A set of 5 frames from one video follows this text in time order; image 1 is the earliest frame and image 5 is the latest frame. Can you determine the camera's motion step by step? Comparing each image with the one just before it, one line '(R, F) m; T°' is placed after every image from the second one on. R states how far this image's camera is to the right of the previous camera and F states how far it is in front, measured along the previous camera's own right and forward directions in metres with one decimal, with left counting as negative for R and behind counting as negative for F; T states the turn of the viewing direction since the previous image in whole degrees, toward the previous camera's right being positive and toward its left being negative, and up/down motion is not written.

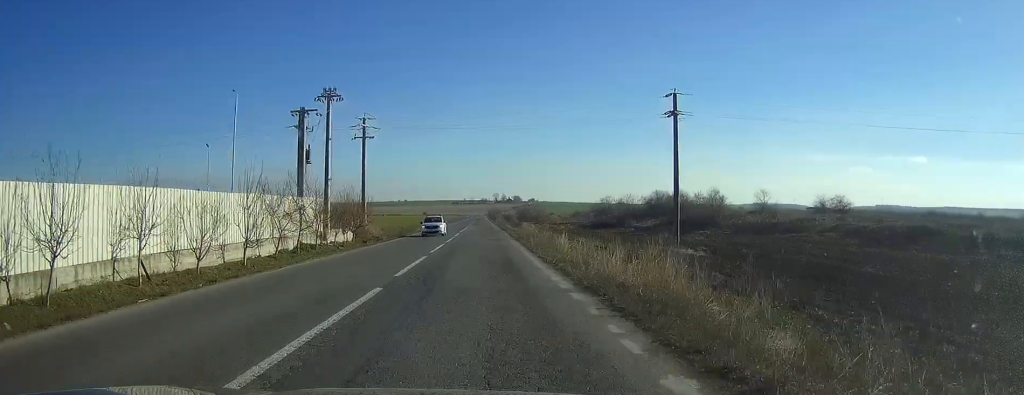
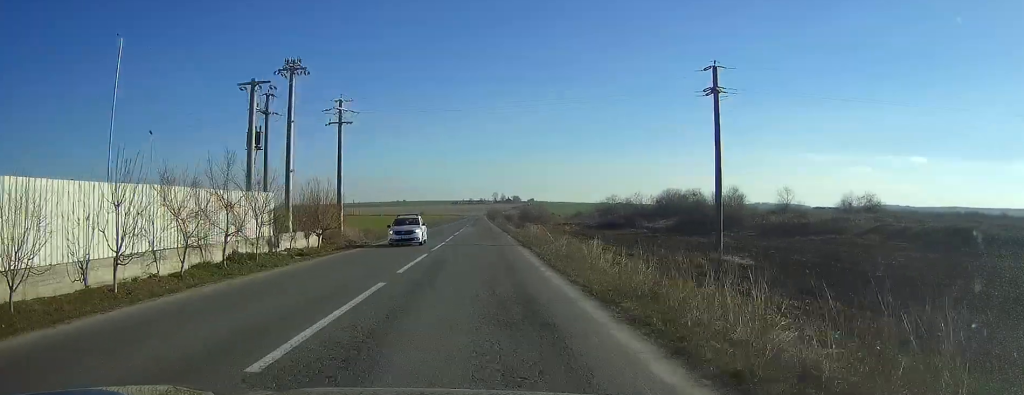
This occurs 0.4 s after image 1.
(0.0, +10.8) m; 0°
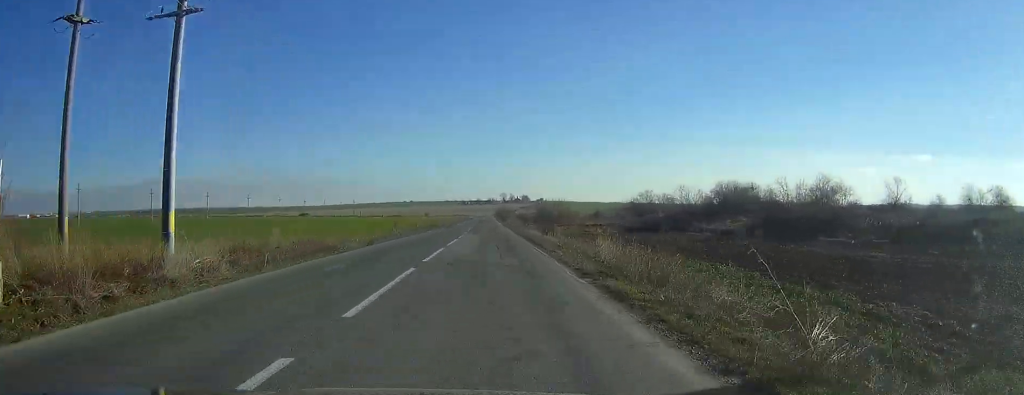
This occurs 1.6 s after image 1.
(0.0, +32.3) m; -1°
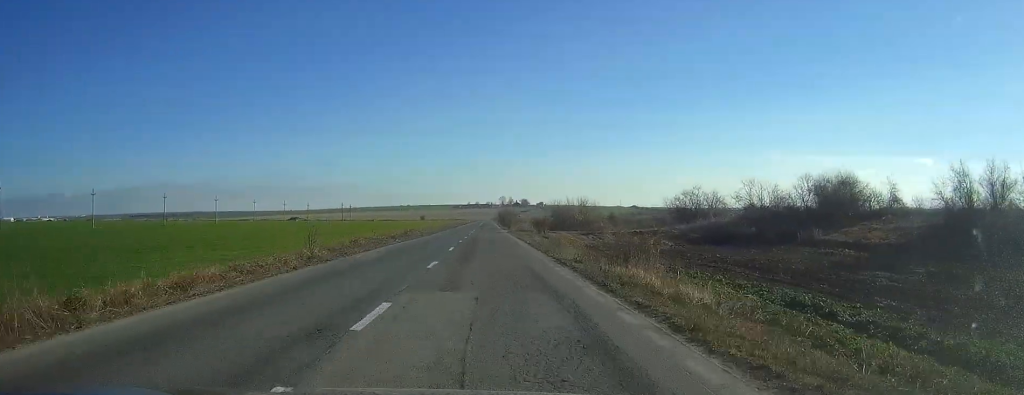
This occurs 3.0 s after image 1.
(-0.7, +36.6) m; -2°
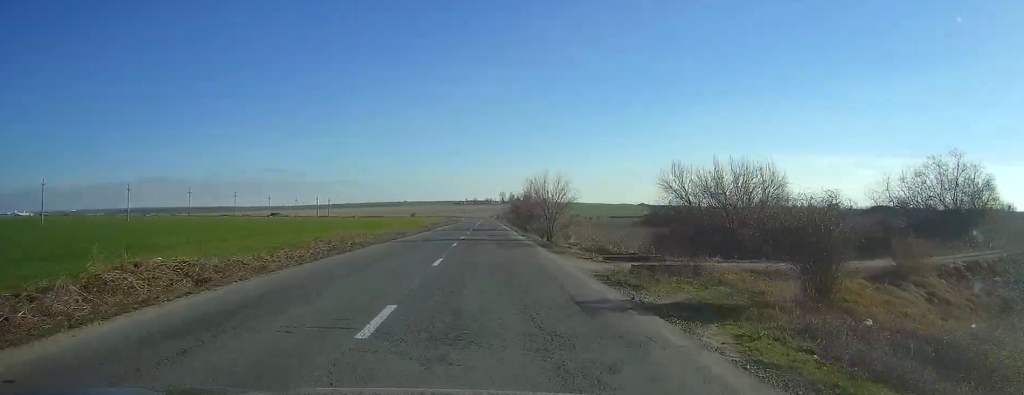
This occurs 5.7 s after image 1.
(-0.3, +72.3) m; 0°
